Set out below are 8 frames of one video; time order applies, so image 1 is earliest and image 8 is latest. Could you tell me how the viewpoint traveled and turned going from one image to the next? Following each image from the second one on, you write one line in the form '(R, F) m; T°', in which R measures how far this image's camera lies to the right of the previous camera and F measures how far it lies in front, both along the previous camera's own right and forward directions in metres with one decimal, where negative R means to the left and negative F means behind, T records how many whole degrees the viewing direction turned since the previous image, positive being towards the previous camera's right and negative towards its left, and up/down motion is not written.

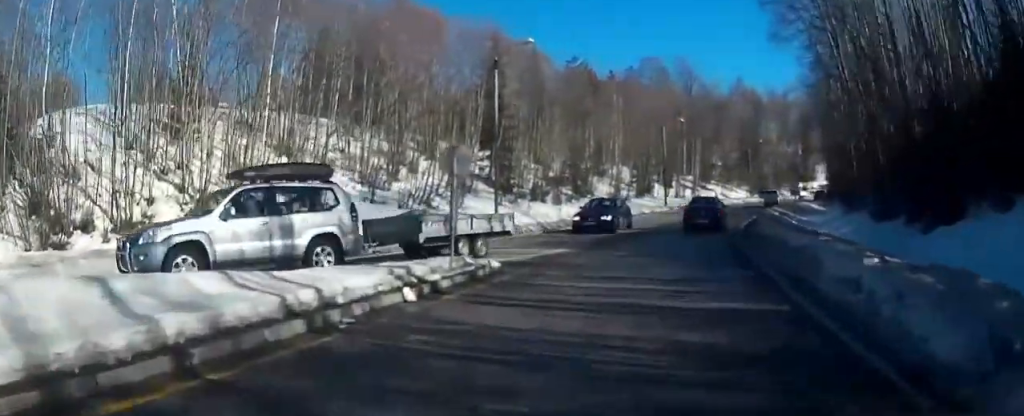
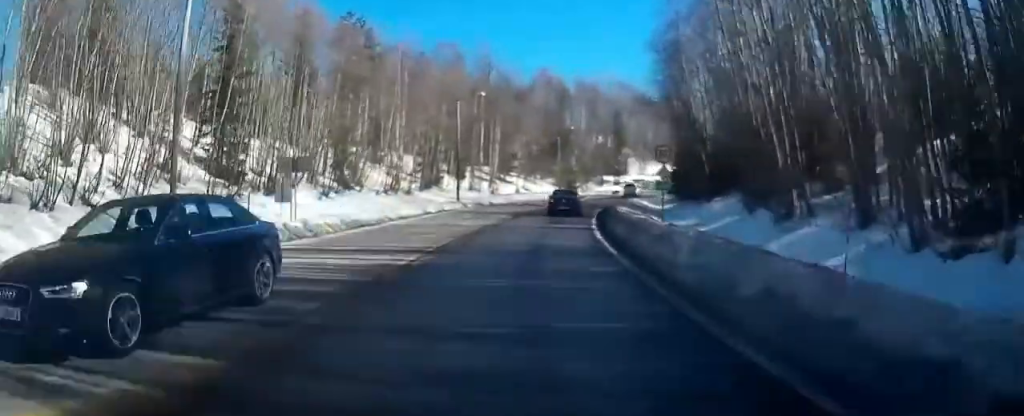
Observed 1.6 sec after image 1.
(+2.2, +11.2) m; +17°
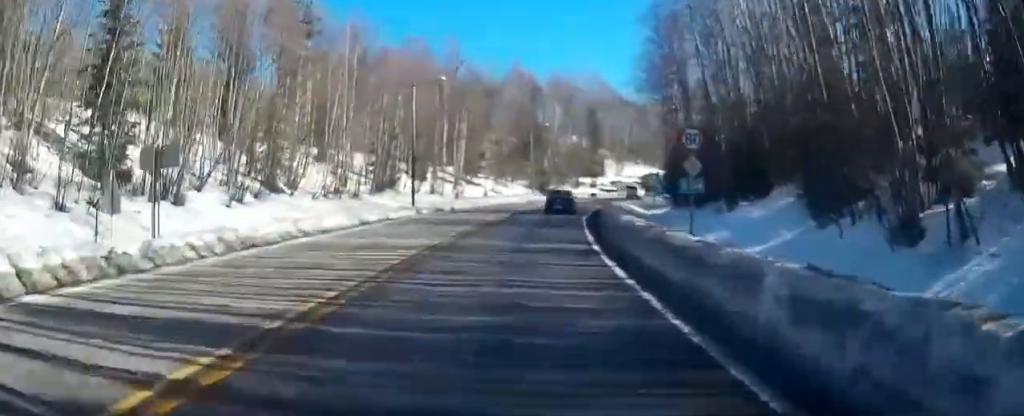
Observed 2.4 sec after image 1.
(+0.2, +6.8) m; +4°
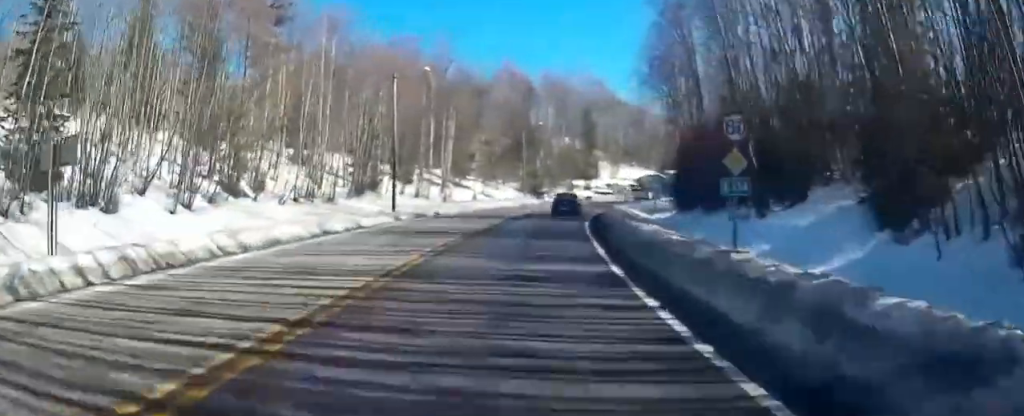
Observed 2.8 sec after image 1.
(0.0, +3.4) m; +2°
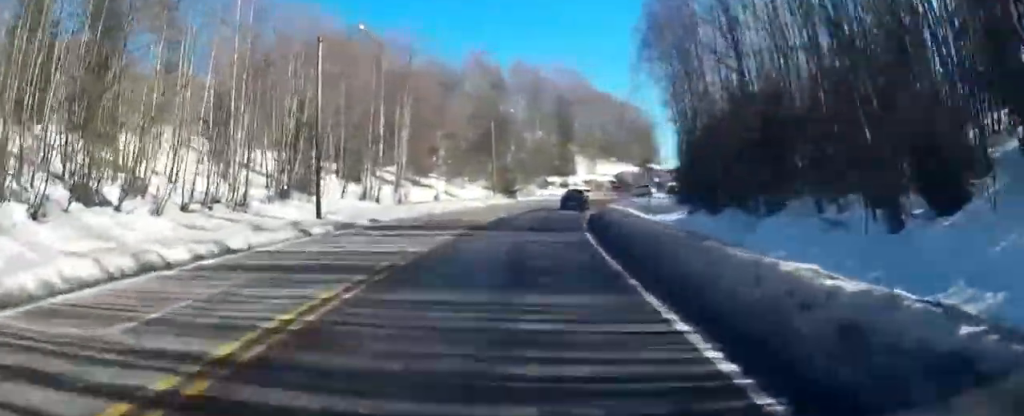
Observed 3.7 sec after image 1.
(+0.3, +8.0) m; +6°
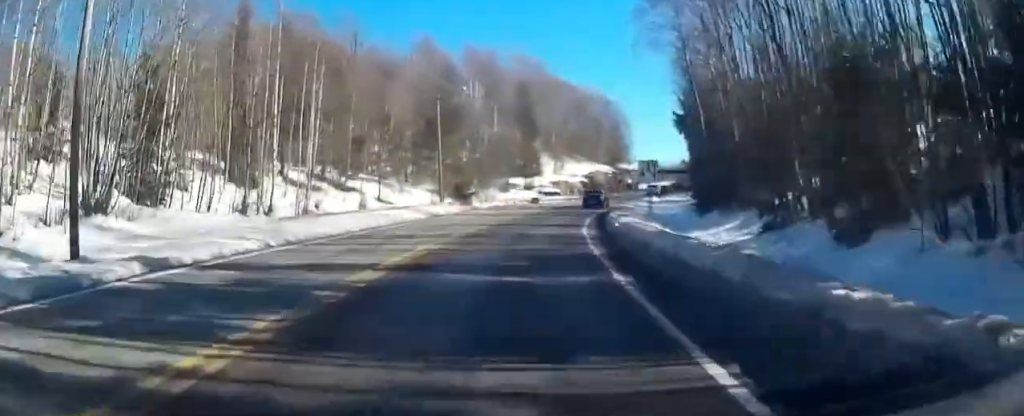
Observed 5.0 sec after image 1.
(+1.0, +12.6) m; +9°
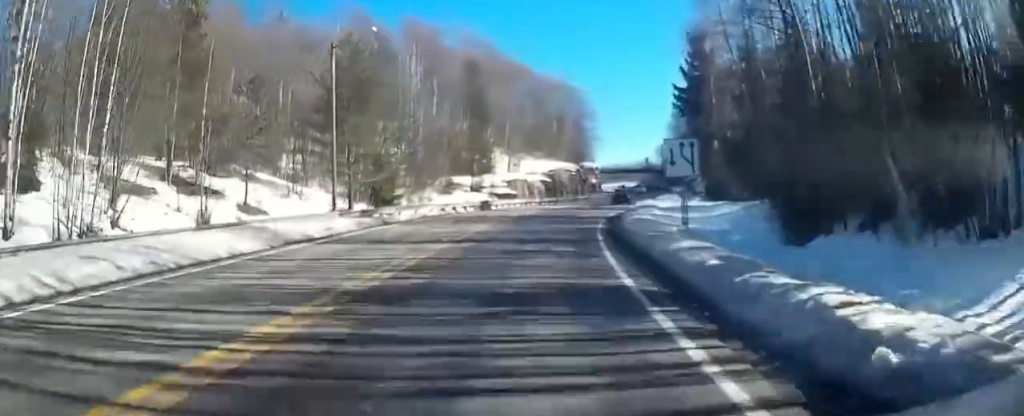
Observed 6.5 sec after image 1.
(+1.6, +17.2) m; +10°
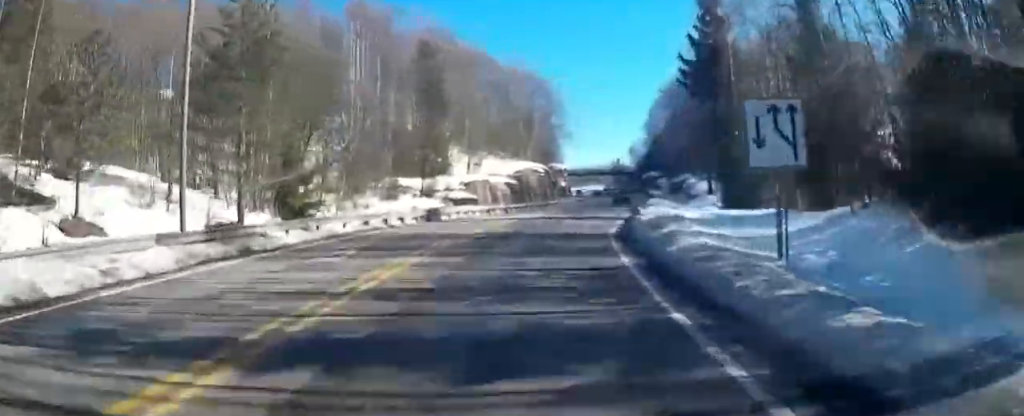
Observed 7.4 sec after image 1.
(+0.6, +12.0) m; +5°
